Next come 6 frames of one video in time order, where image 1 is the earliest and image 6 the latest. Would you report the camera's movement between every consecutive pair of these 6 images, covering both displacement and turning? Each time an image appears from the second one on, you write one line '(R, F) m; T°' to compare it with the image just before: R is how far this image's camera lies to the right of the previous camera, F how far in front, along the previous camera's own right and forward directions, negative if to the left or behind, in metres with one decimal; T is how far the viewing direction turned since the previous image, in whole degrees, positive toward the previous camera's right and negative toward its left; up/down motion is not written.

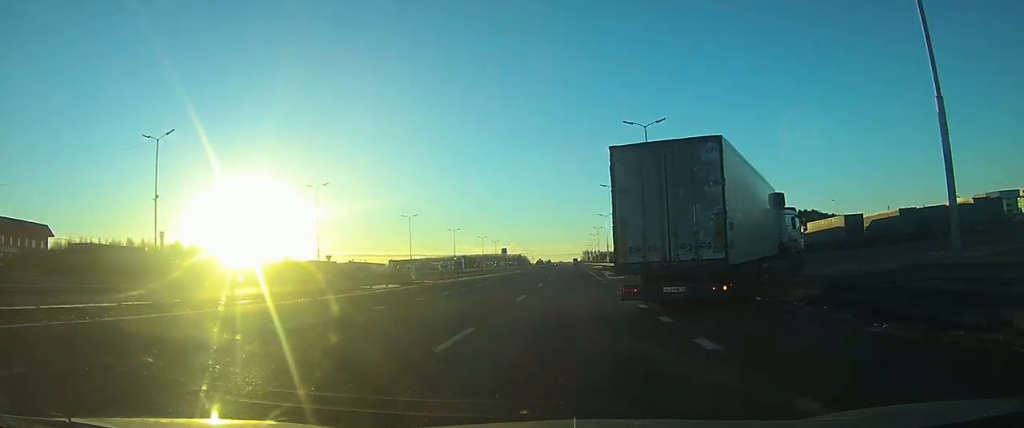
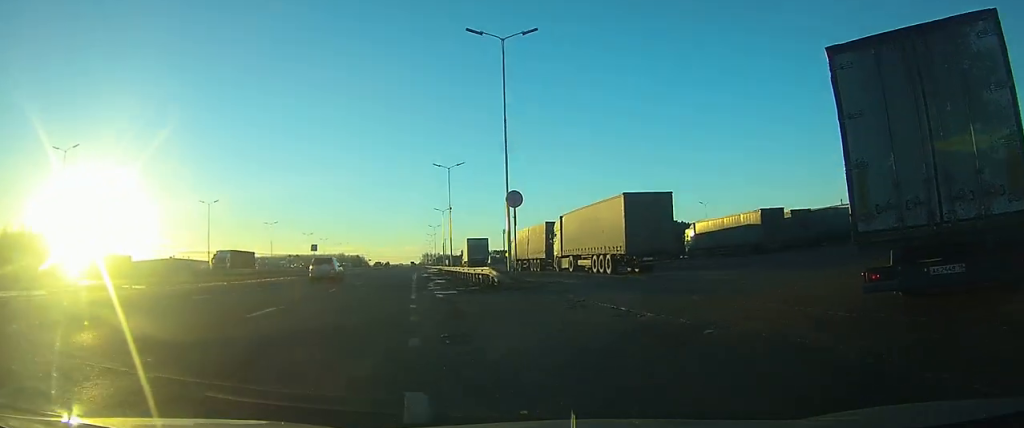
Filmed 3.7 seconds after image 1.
(+1.7, +19.5) m; +17°
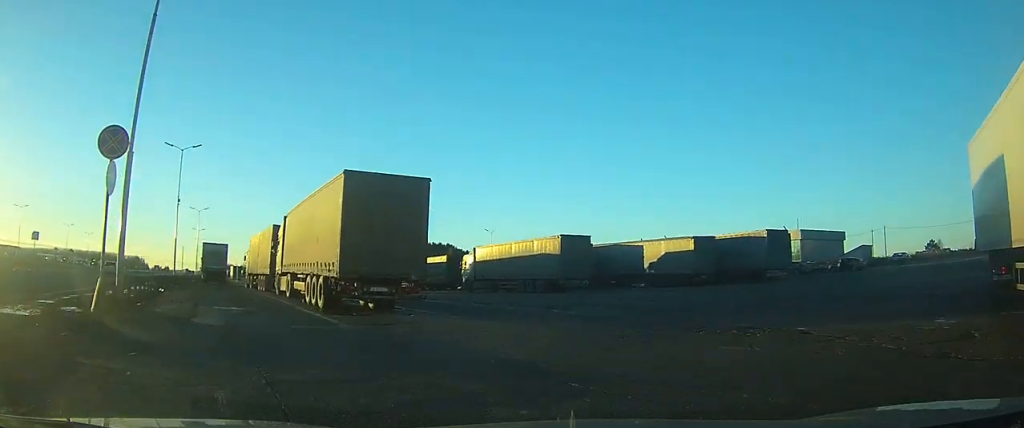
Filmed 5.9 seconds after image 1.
(+1.4, +10.1) m; +13°
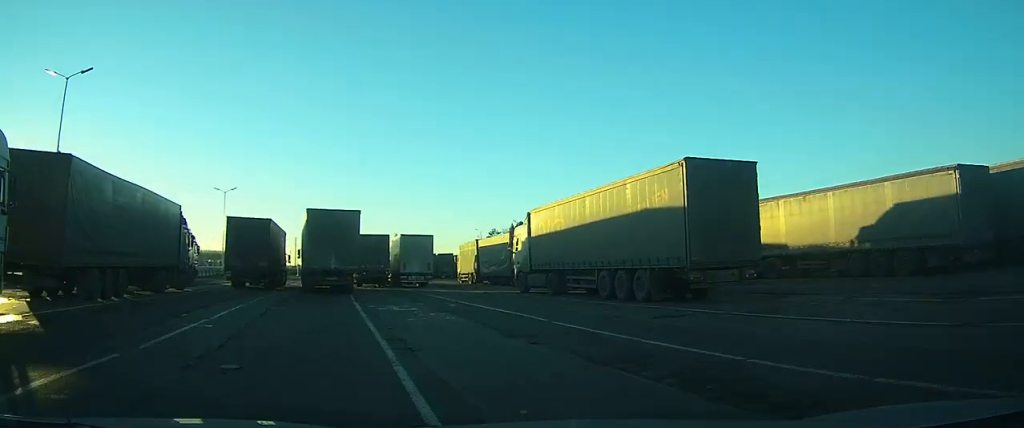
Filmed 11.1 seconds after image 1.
(+0.8, +24.6) m; -7°
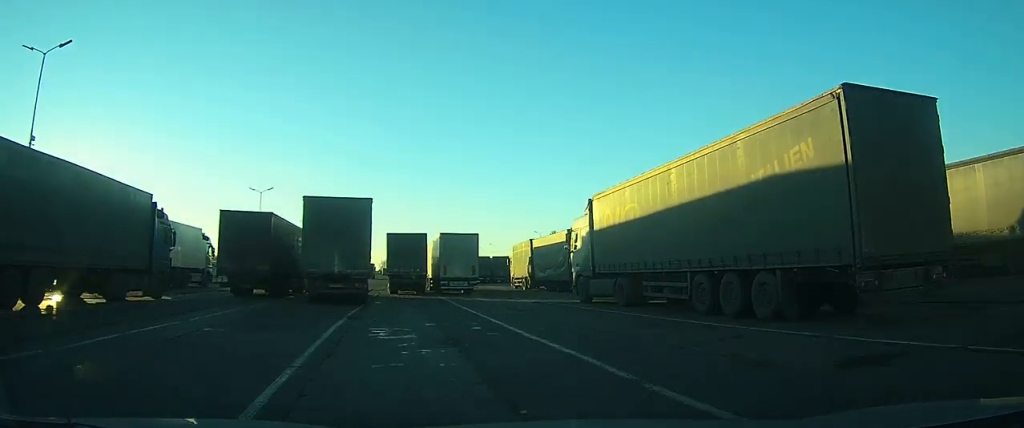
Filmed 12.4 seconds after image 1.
(-0.3, +6.3) m; -6°
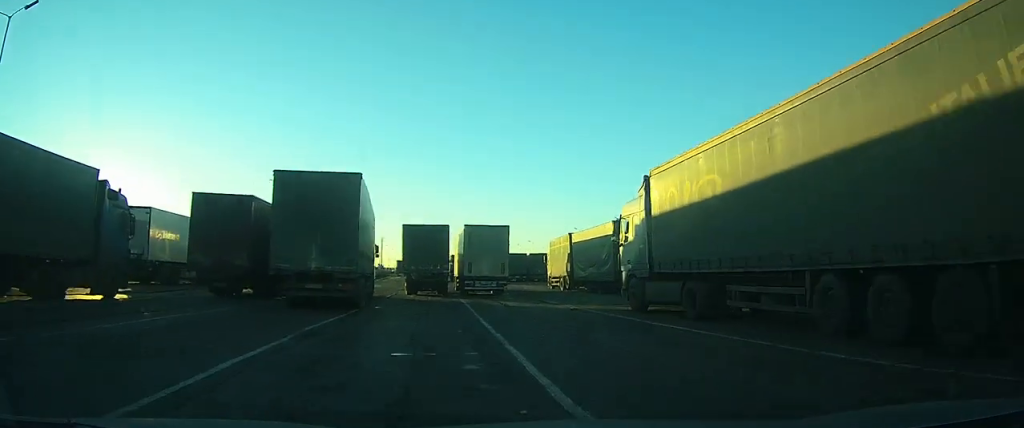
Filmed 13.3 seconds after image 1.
(-0.3, +4.4) m; -3°
